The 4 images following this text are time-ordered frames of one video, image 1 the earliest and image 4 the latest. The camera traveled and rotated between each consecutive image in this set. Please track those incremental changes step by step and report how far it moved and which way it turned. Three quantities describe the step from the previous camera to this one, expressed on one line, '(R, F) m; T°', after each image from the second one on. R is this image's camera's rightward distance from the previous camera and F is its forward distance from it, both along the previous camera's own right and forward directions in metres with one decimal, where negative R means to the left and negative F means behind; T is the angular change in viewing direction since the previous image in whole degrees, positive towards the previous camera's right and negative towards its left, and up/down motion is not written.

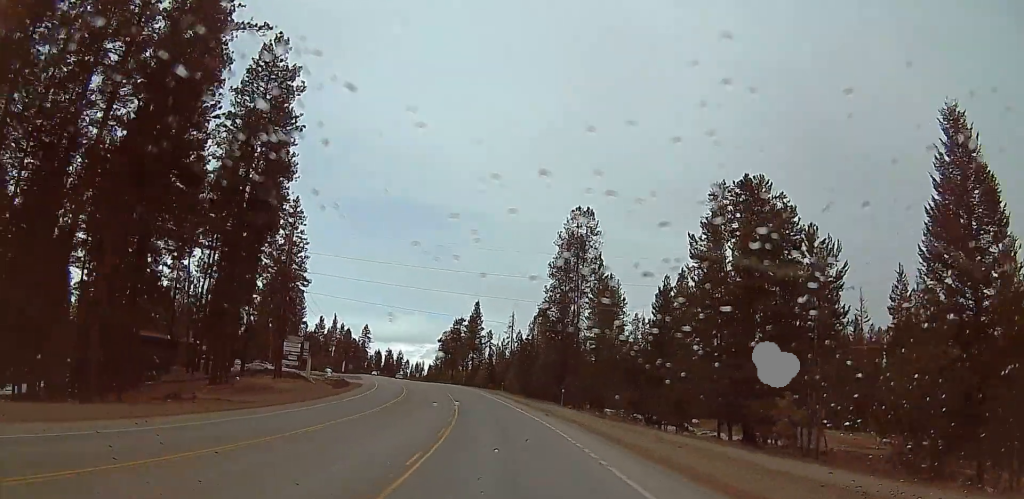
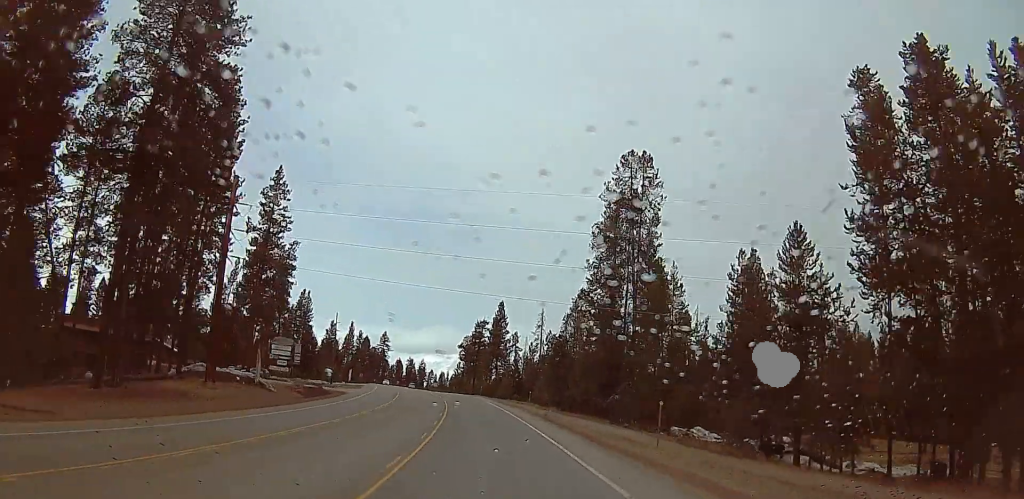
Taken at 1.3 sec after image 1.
(-0.7, +23.0) m; -1°
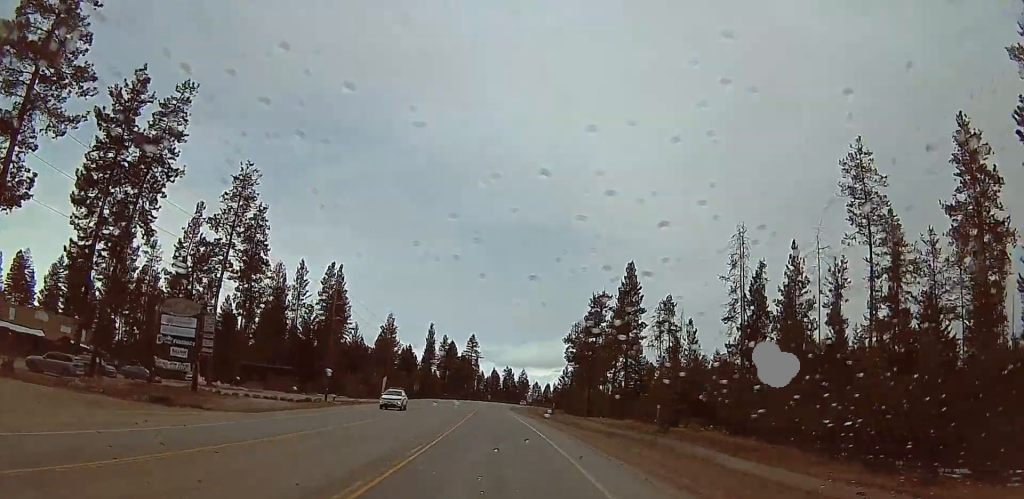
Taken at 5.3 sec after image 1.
(-3.9, +69.9) m; -10°
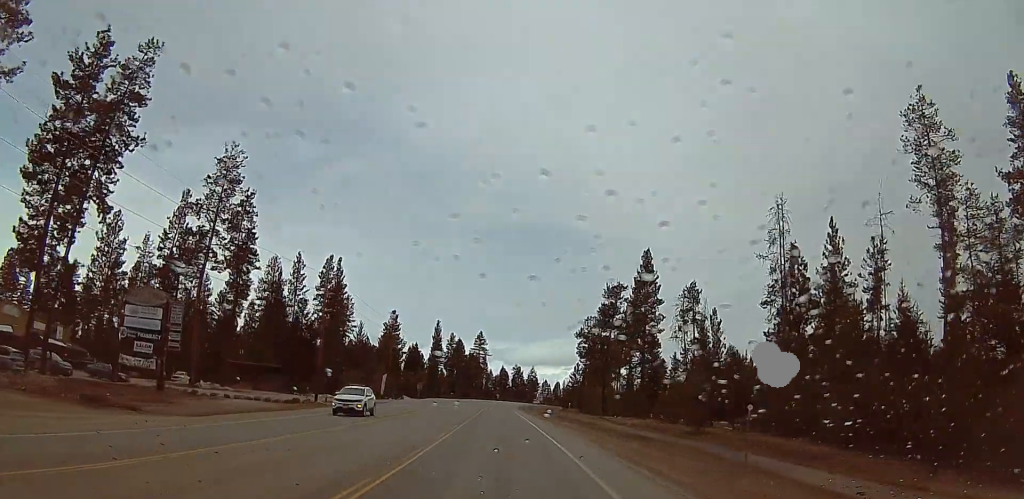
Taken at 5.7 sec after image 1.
(+0.7, +7.5) m; -4°
